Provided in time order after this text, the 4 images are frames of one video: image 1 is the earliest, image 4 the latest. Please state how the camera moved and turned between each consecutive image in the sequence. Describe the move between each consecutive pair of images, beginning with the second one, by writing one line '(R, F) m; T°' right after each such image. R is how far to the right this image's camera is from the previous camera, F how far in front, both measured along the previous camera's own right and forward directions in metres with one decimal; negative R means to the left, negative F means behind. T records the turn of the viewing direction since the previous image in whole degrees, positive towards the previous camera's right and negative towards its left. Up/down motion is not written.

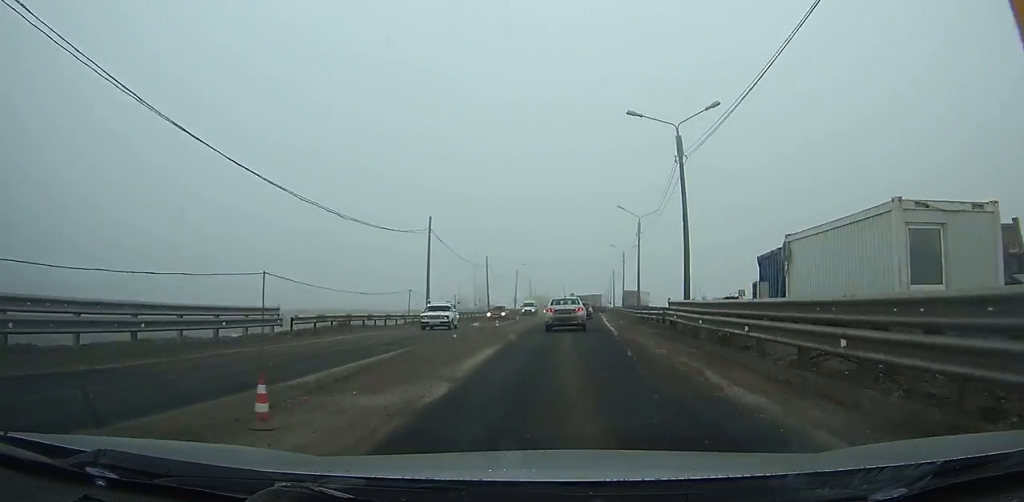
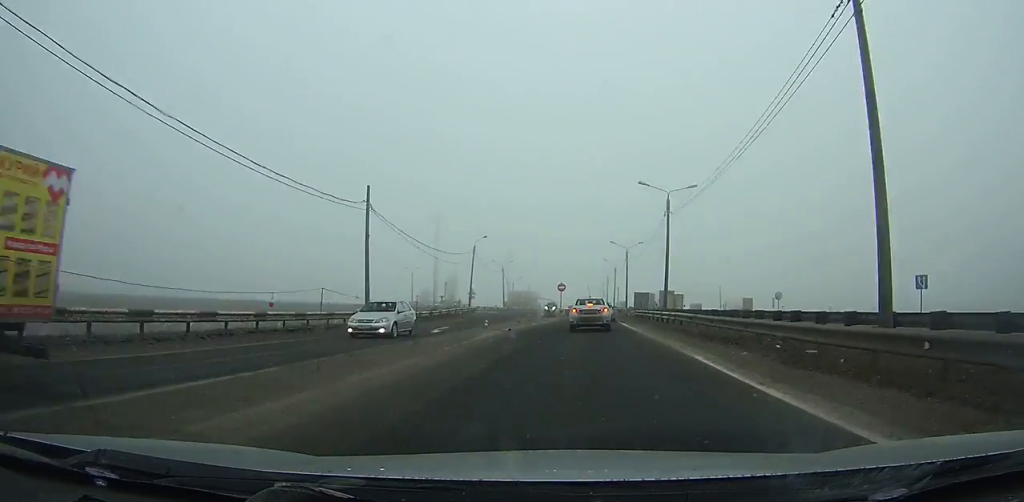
(-0.1, +40.5) m; +2°
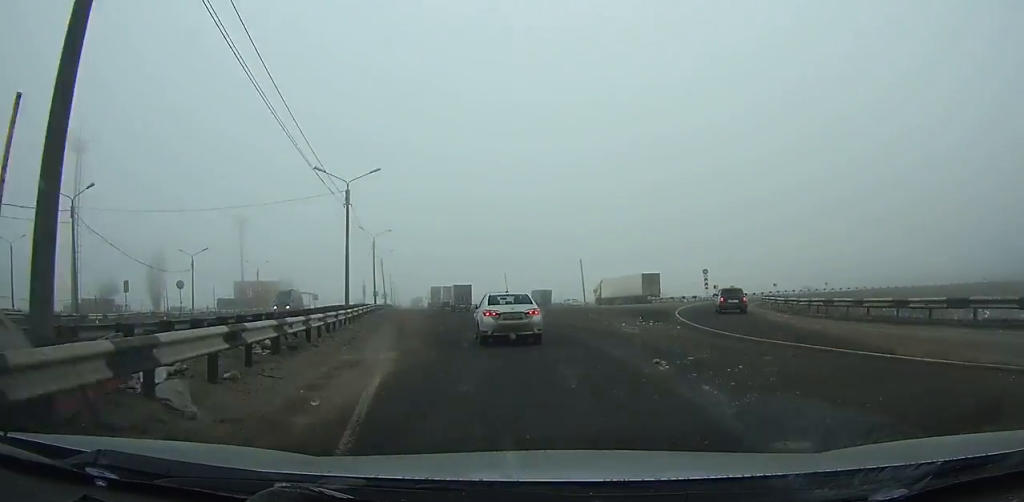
(+10.0, +75.8) m; +8°
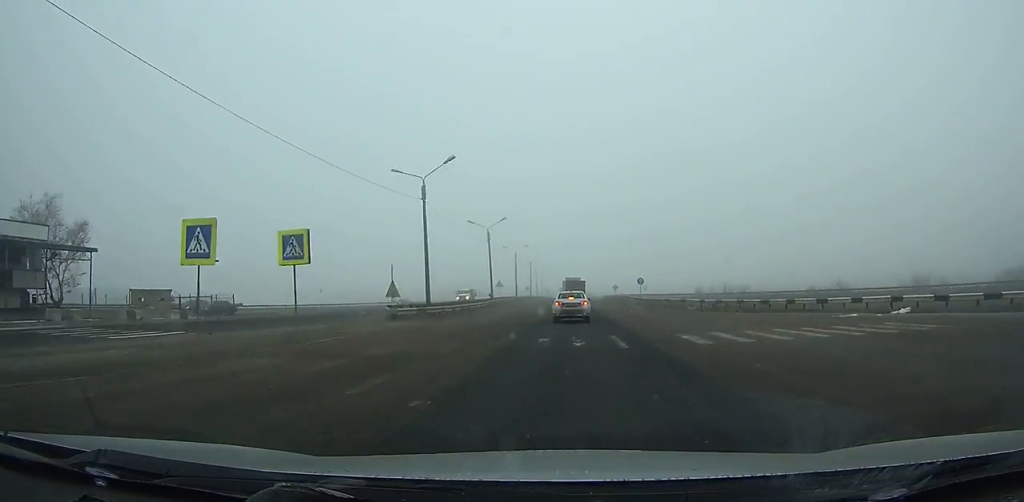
(-9.9, +102.5) m; -8°
